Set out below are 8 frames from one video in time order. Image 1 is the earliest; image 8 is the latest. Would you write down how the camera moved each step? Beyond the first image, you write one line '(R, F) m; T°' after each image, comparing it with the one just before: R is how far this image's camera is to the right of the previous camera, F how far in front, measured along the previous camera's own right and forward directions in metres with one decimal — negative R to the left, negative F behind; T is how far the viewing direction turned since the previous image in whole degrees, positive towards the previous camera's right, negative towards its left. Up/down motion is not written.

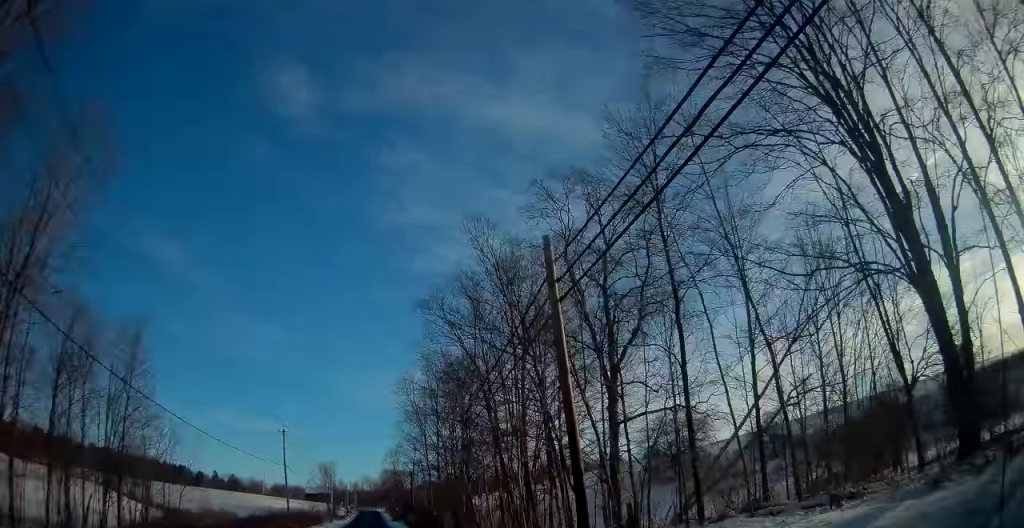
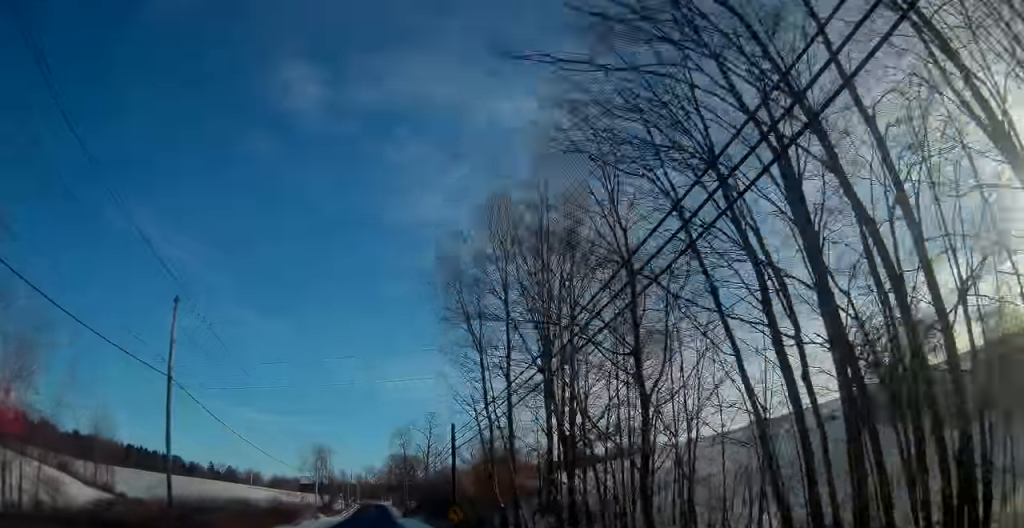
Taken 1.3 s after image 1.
(-0.4, +31.4) m; -1°
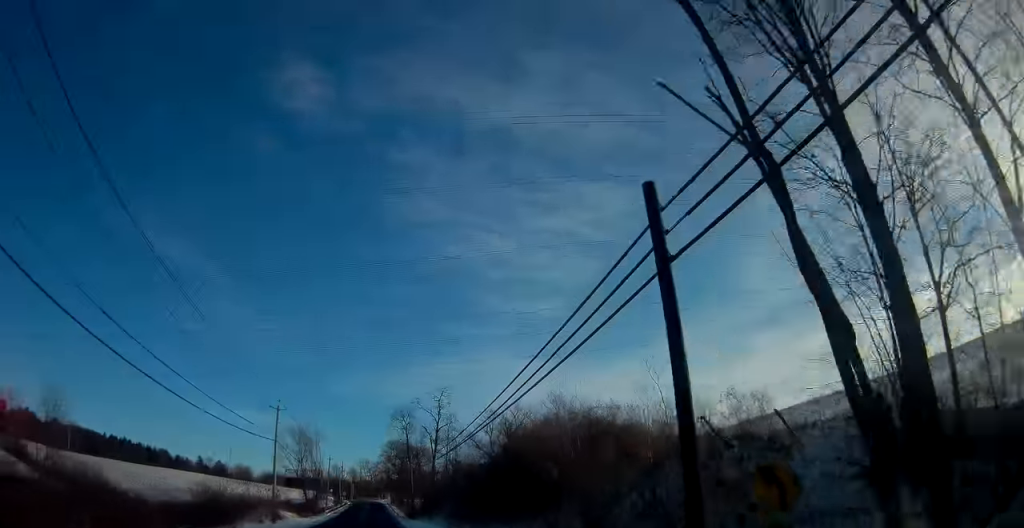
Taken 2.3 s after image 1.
(0.0, +25.1) m; 0°
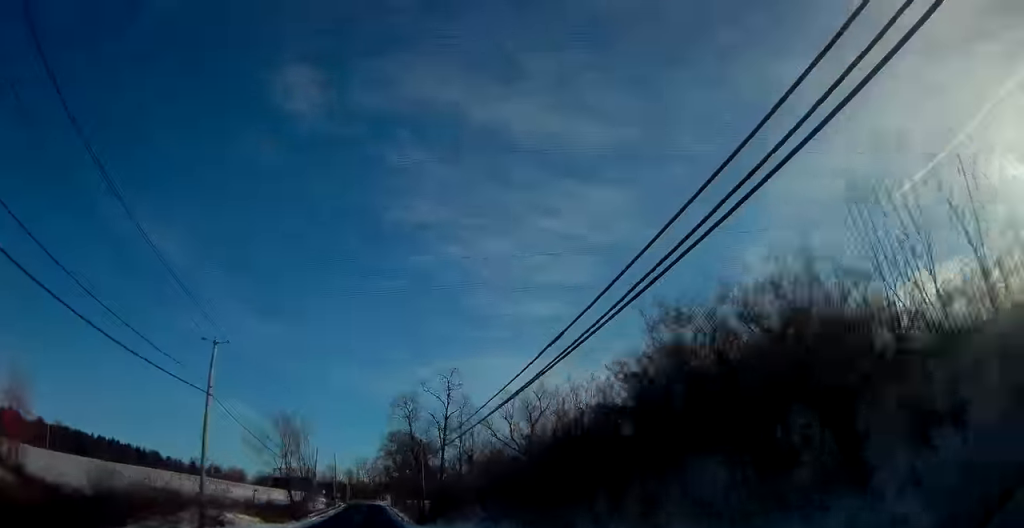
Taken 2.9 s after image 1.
(-0.1, +16.8) m; 0°
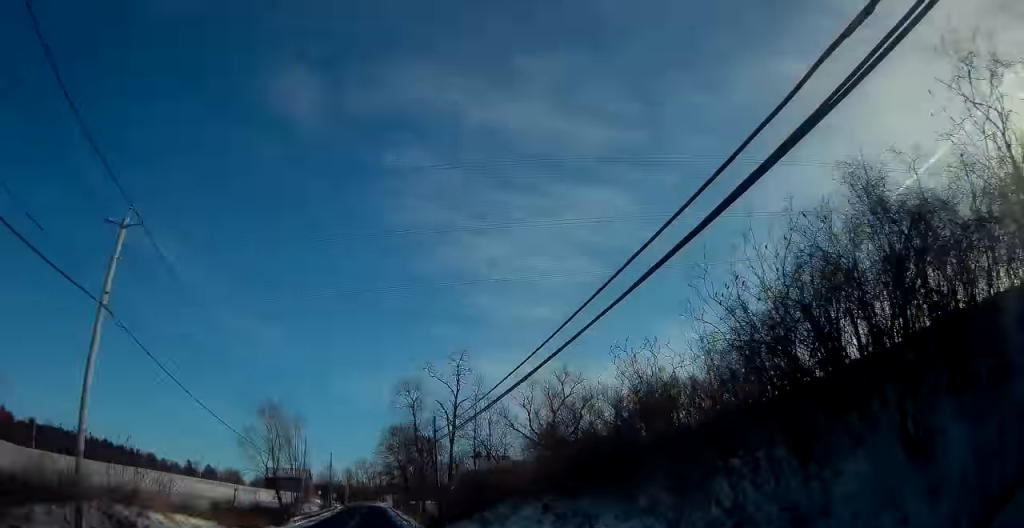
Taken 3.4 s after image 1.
(+0.1, +10.9) m; 0°
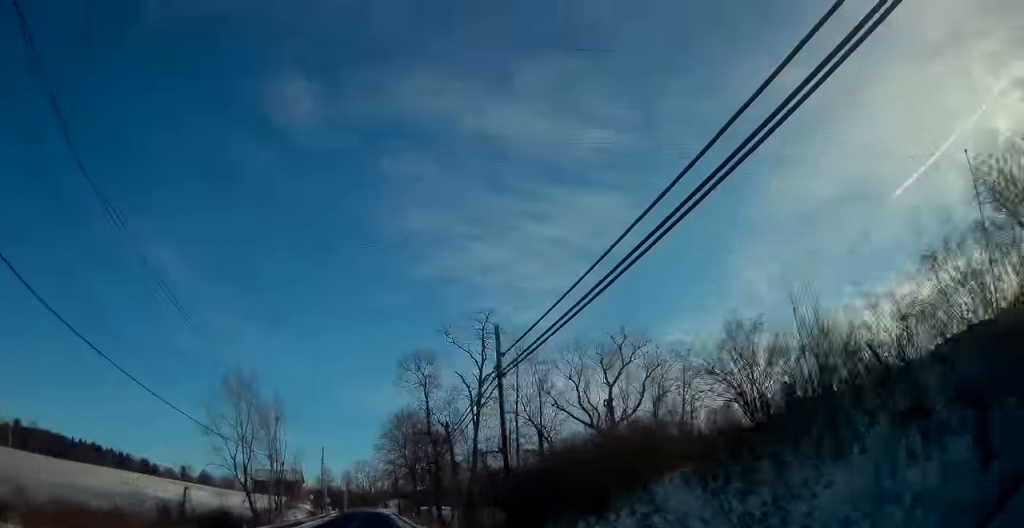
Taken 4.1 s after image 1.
(+0.1, +18.5) m; 0°
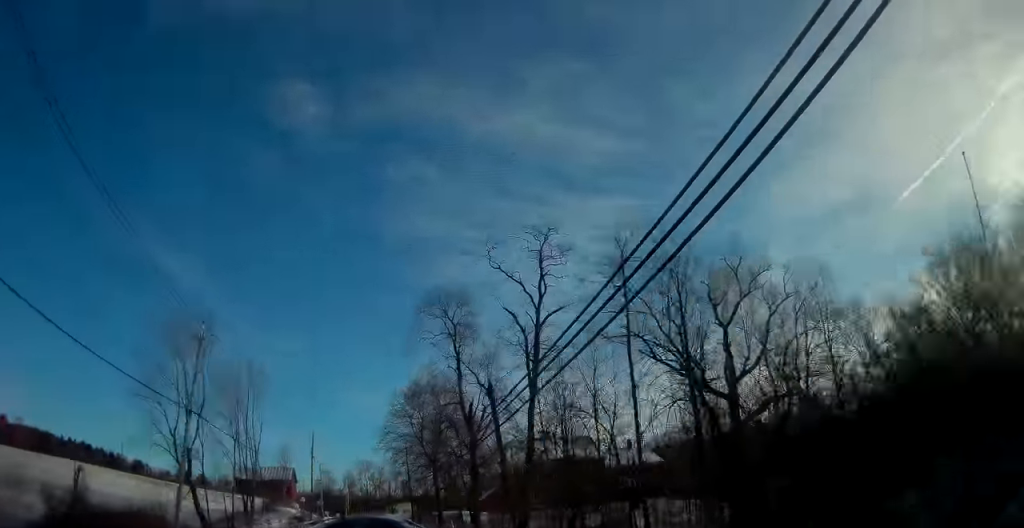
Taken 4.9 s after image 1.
(+0.1, +20.1) m; 0°
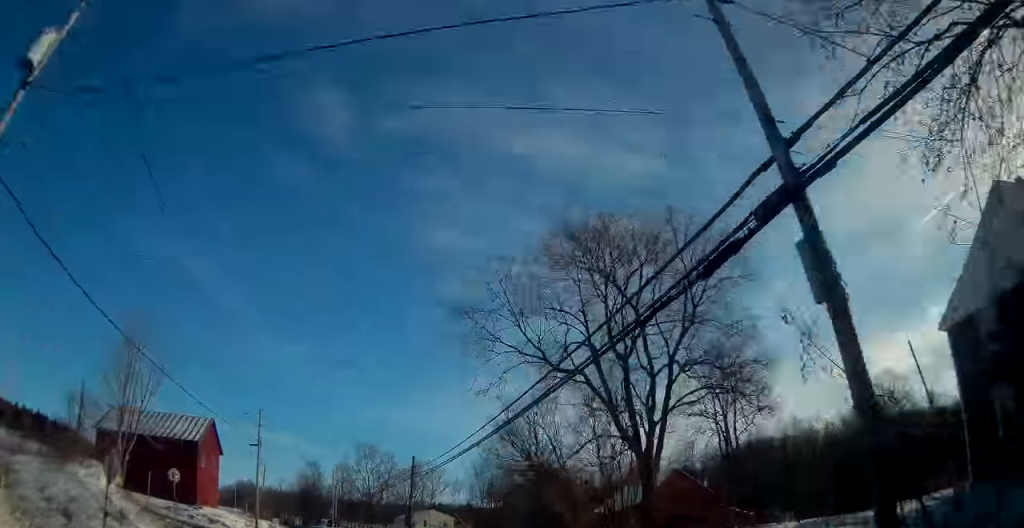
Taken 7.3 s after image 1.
(-1.5, +59.4) m; -2°
